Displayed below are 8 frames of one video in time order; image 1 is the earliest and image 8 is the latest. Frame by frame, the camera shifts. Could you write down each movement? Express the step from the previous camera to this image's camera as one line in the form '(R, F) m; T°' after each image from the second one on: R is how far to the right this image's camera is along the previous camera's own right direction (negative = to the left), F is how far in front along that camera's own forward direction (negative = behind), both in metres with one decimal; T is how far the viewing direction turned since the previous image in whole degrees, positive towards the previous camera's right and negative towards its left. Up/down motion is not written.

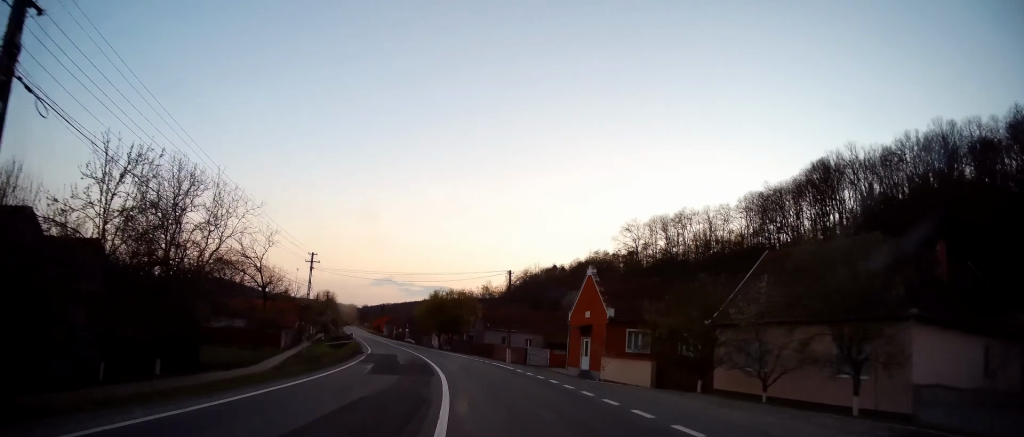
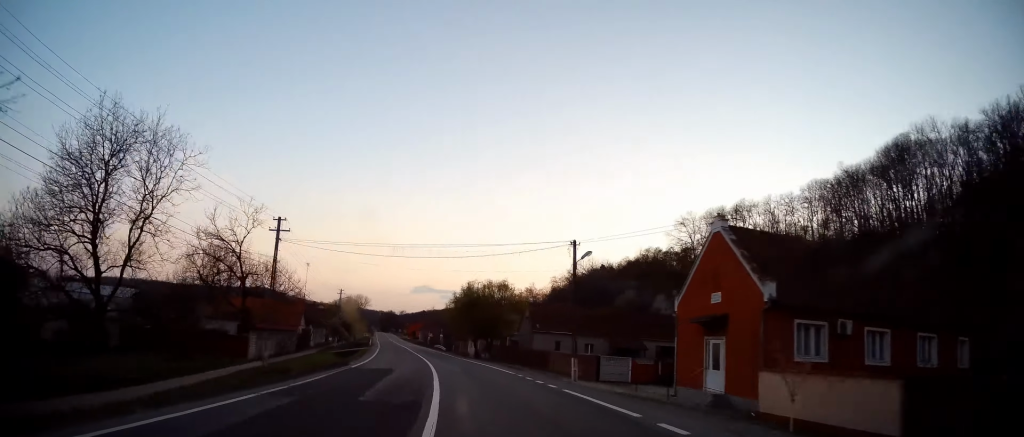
(-1.0, +15.4) m; -4°
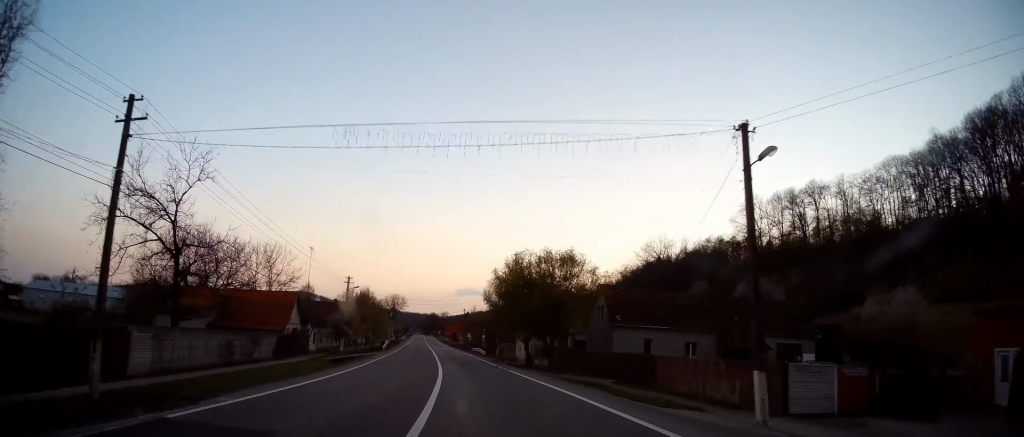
(-0.7, +17.2) m; -5°
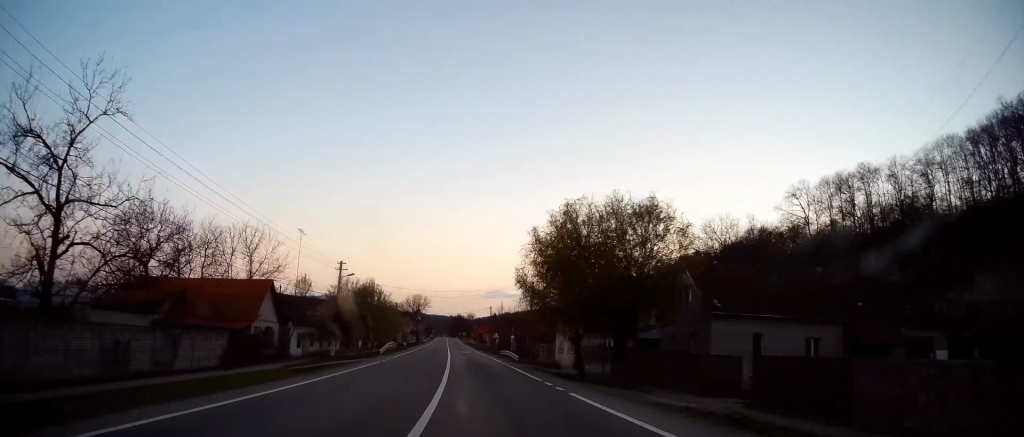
(-0.1, +12.4) m; -3°
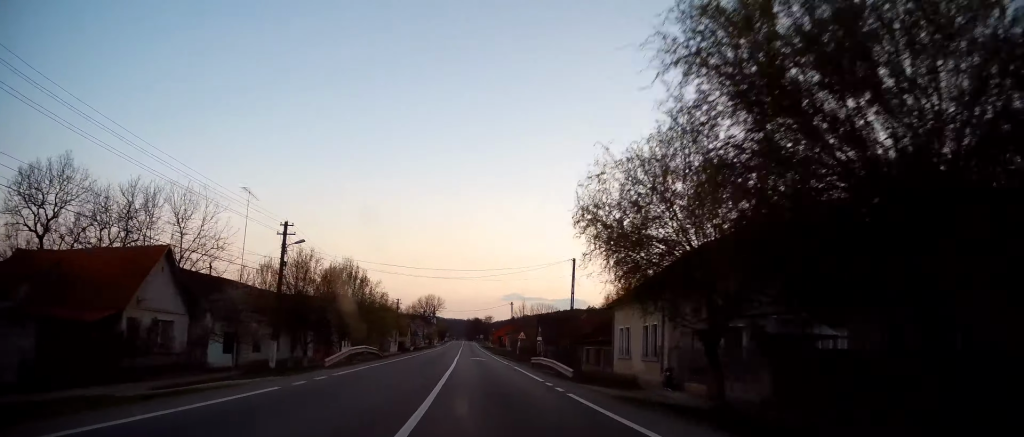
(-0.8, +15.8) m; -3°
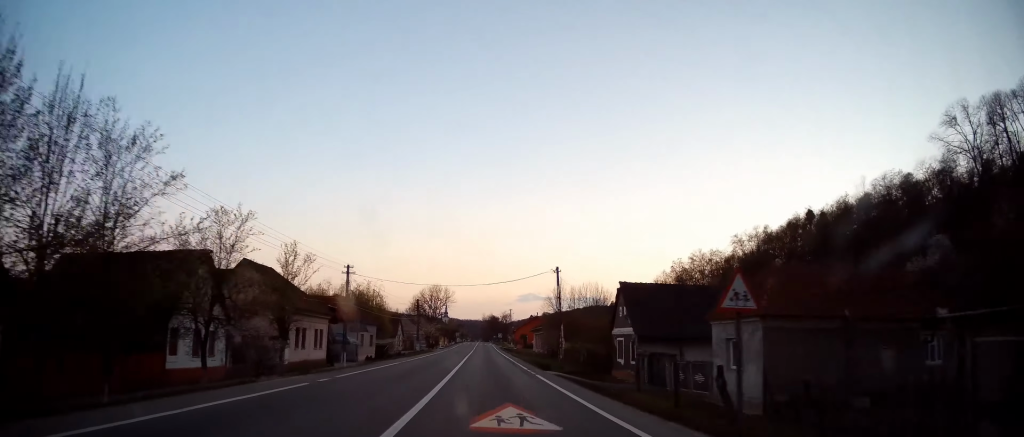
(-1.2, +34.7) m; -4°
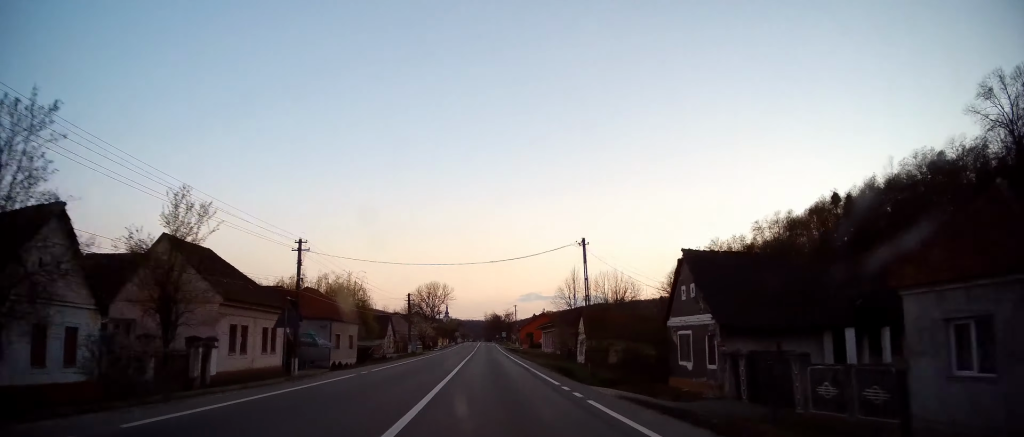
(-0.2, +11.1) m; -1°
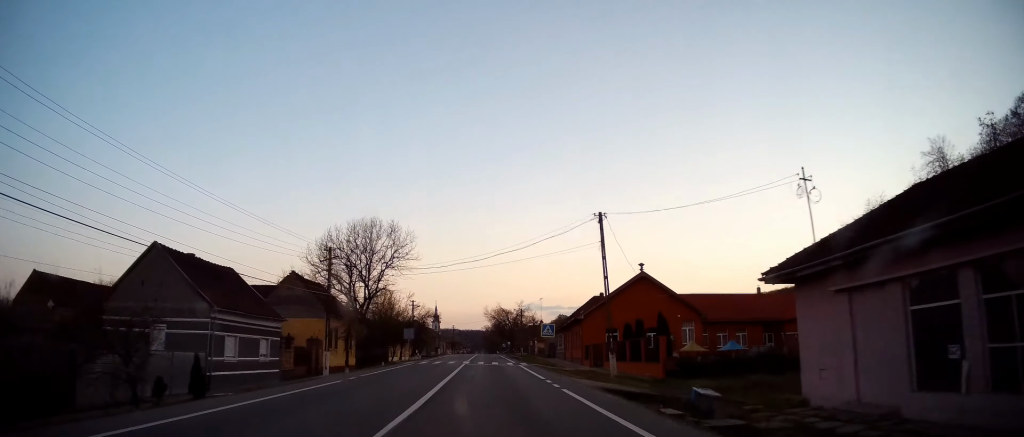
(-0.6, +79.0) m; -1°
